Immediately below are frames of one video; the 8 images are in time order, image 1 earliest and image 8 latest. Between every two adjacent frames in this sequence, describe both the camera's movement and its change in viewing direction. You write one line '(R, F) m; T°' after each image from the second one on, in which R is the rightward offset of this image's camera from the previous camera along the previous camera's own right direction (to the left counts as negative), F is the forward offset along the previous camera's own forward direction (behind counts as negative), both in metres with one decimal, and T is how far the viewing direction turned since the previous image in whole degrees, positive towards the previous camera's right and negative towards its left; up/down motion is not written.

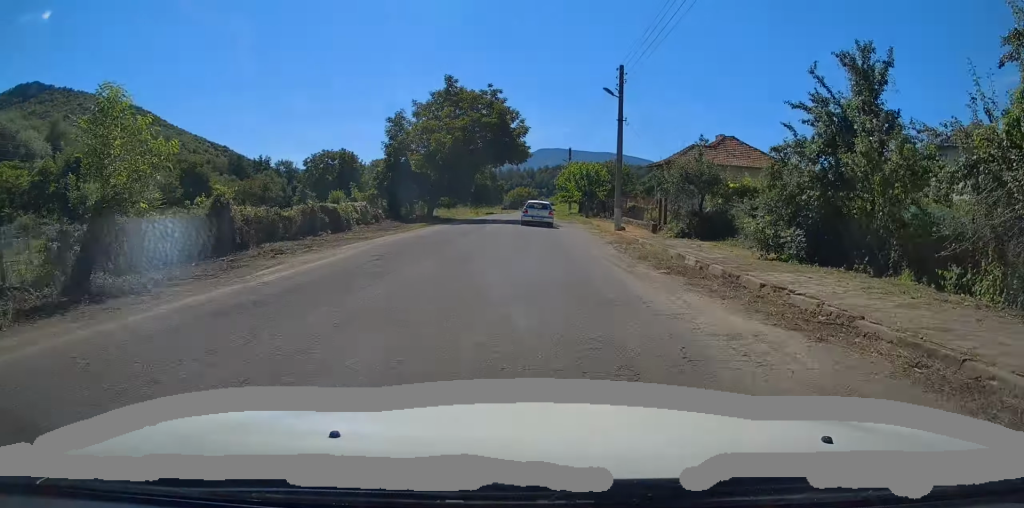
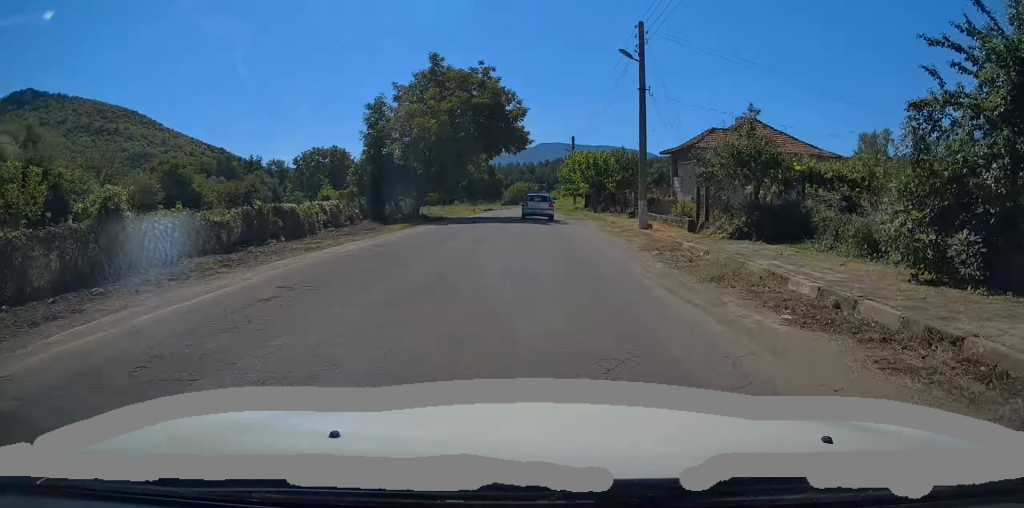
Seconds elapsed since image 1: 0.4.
(0.0, +5.9) m; 0°
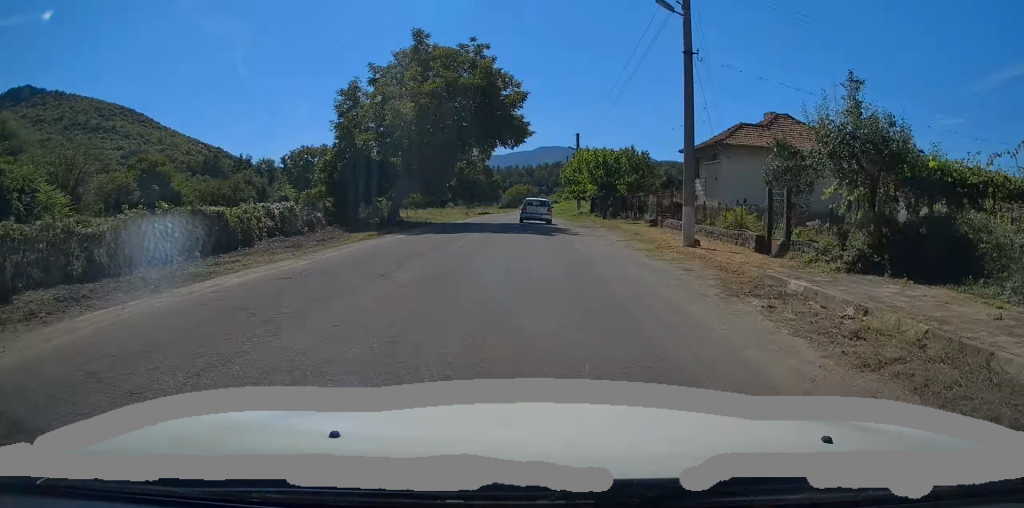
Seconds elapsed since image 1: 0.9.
(0.0, +6.4) m; 0°
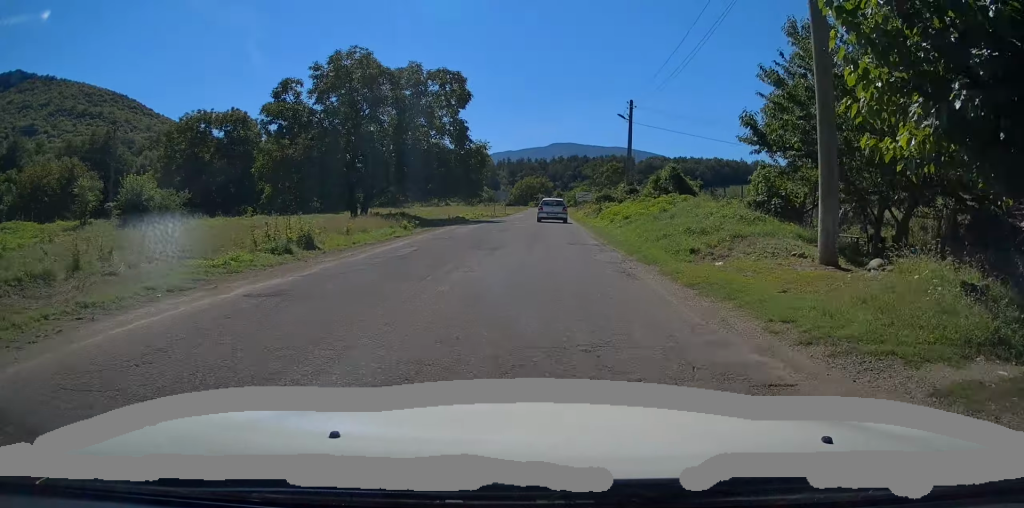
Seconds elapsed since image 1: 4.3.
(+0.3, +46.4) m; 0°
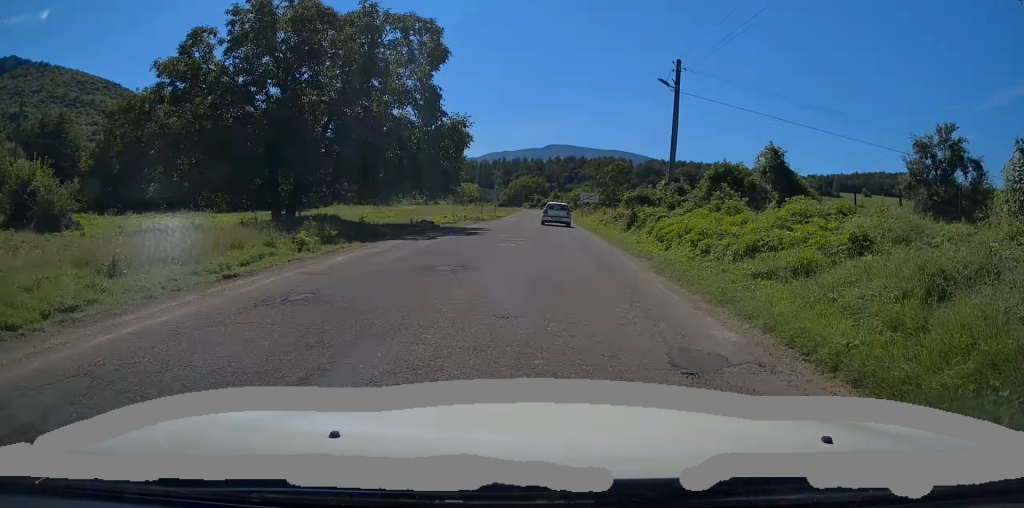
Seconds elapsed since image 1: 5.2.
(-0.1, +12.6) m; 0°
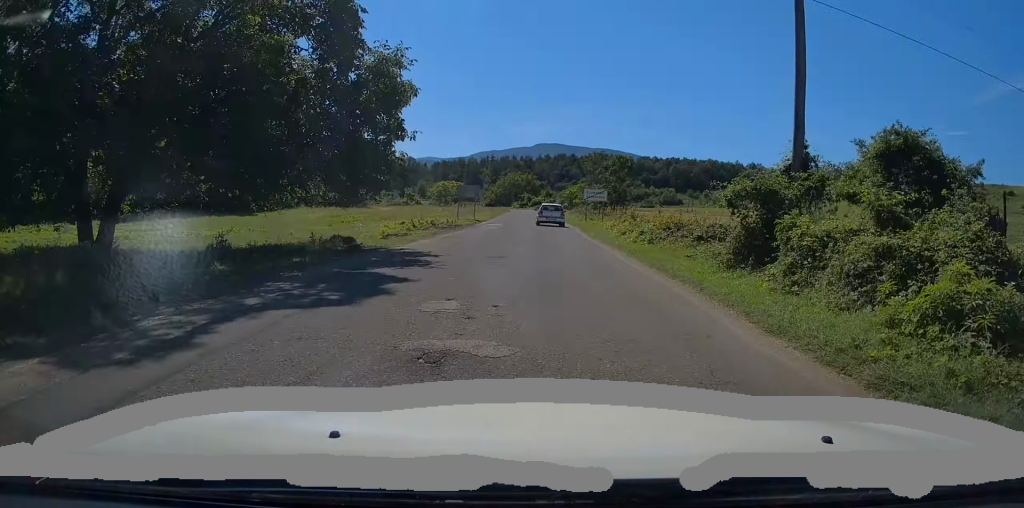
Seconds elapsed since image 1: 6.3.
(+0.1, +13.7) m; +2°
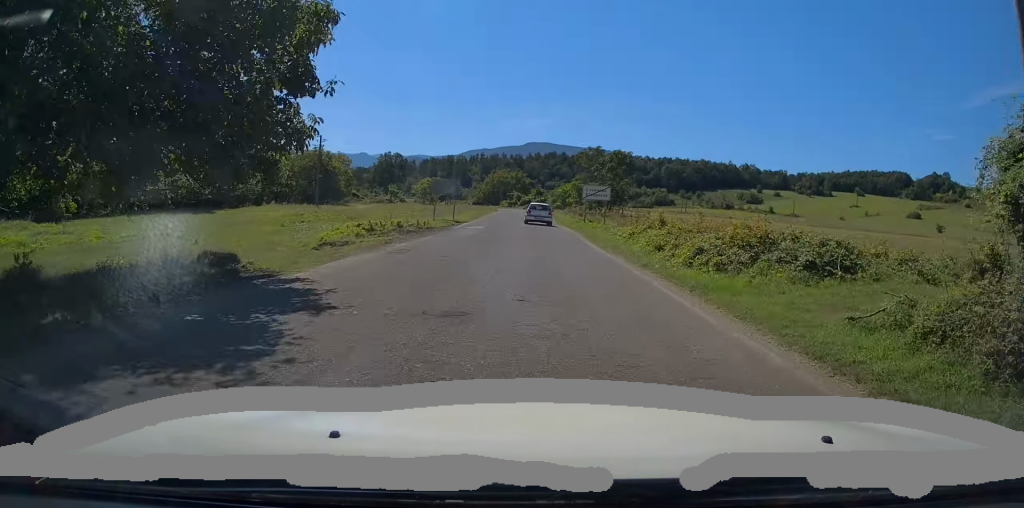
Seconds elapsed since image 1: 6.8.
(+0.2, +7.5) m; +1°
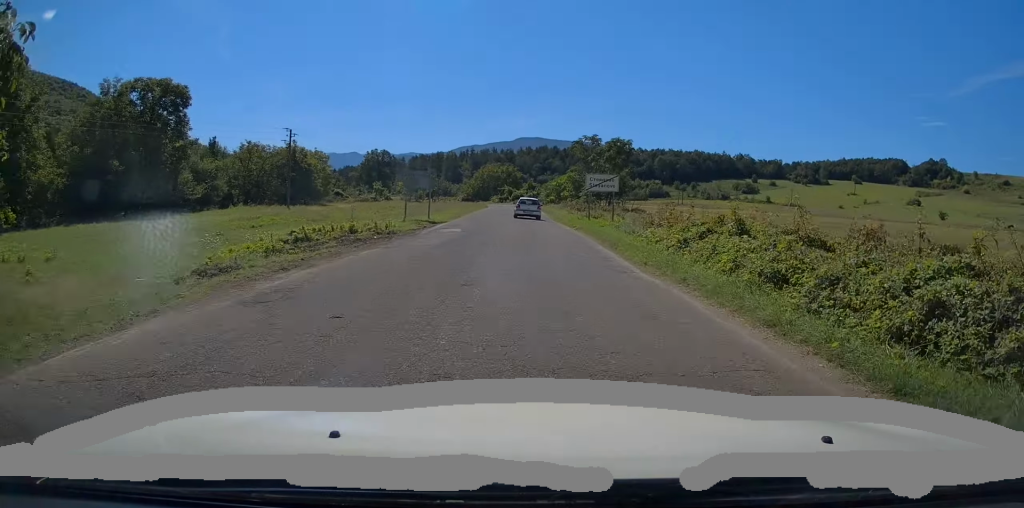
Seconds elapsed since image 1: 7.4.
(0.0, +7.5) m; 0°
